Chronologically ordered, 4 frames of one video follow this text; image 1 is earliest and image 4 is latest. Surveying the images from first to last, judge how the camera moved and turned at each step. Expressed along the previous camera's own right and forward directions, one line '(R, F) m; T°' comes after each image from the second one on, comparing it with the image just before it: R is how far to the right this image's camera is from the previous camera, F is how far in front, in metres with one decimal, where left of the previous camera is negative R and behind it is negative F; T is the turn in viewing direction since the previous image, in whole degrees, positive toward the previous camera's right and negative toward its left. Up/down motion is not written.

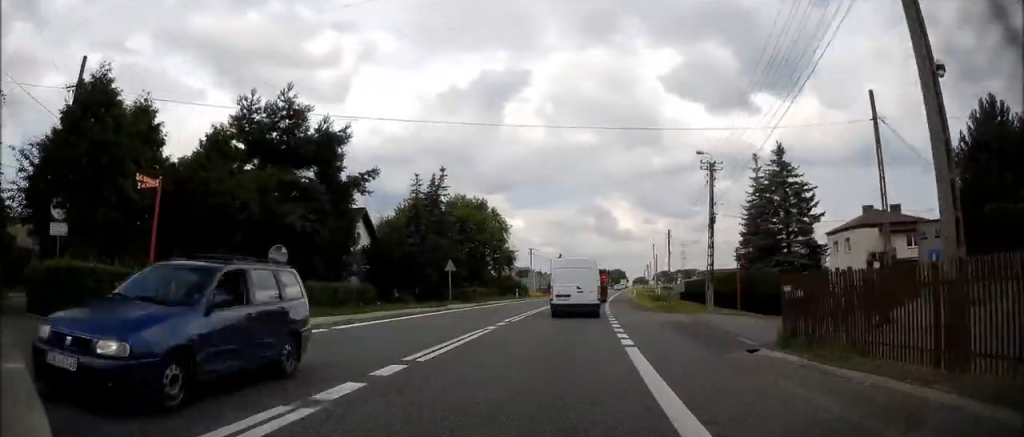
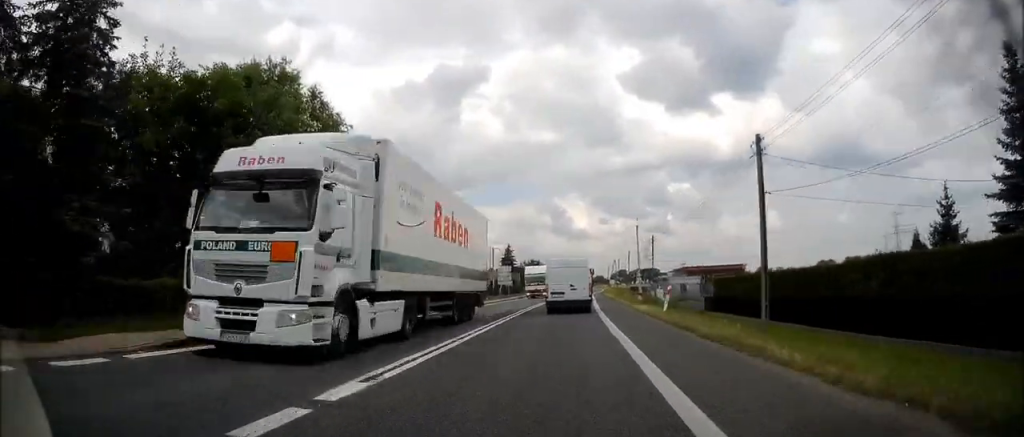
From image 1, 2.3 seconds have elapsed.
(+0.7, +40.5) m; +3°
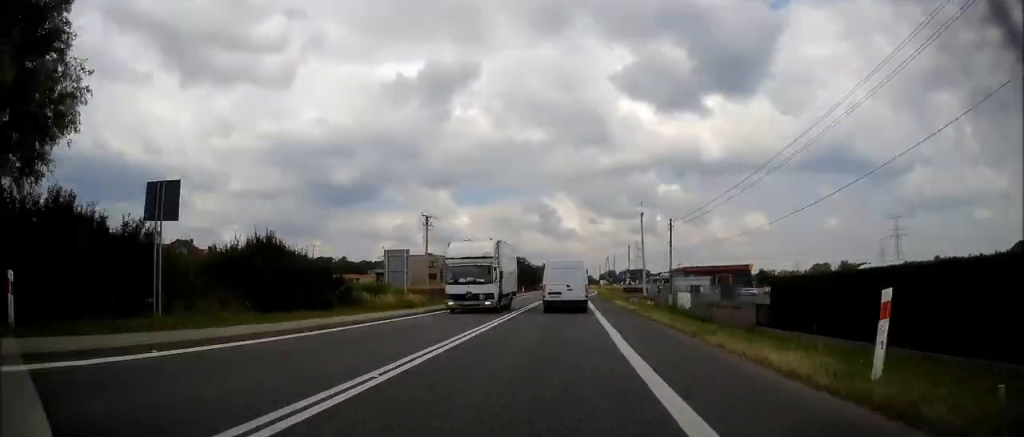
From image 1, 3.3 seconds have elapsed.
(+0.4, +17.5) m; +2°
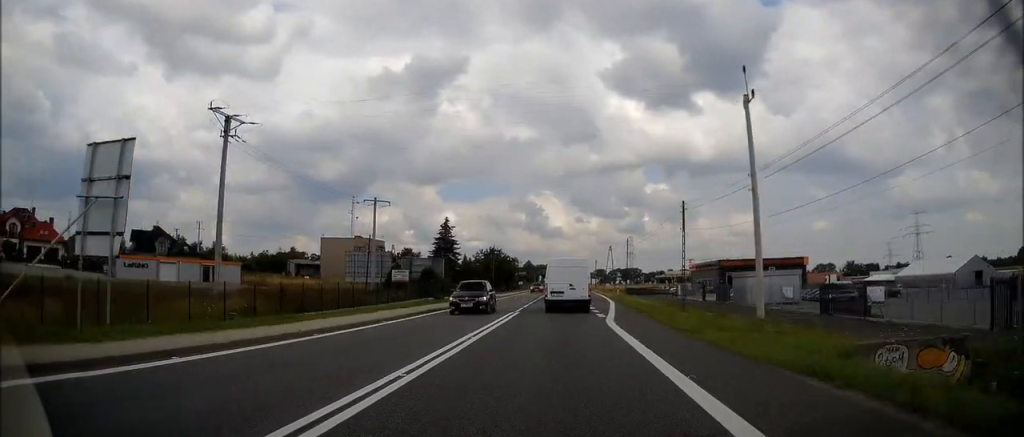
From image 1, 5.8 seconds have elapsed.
(+0.4, +48.0) m; +1°
